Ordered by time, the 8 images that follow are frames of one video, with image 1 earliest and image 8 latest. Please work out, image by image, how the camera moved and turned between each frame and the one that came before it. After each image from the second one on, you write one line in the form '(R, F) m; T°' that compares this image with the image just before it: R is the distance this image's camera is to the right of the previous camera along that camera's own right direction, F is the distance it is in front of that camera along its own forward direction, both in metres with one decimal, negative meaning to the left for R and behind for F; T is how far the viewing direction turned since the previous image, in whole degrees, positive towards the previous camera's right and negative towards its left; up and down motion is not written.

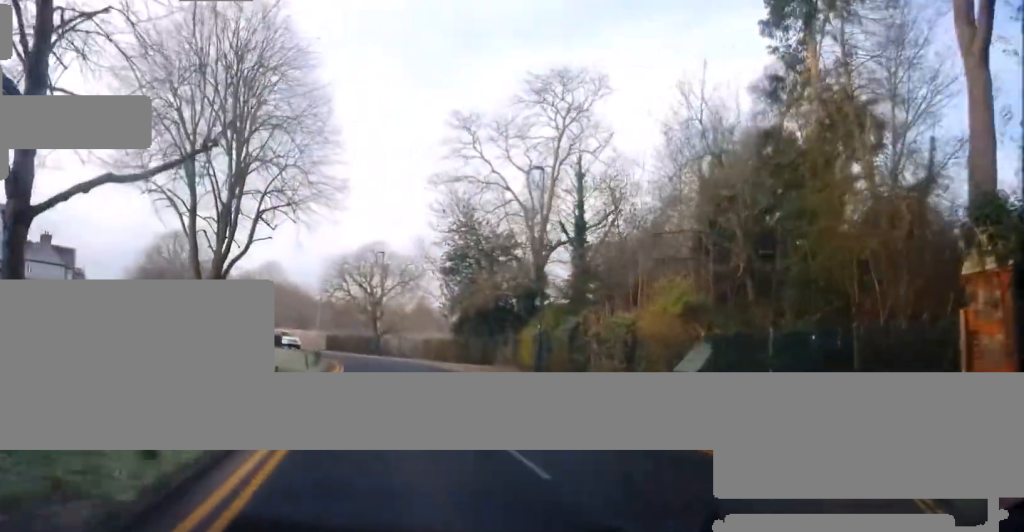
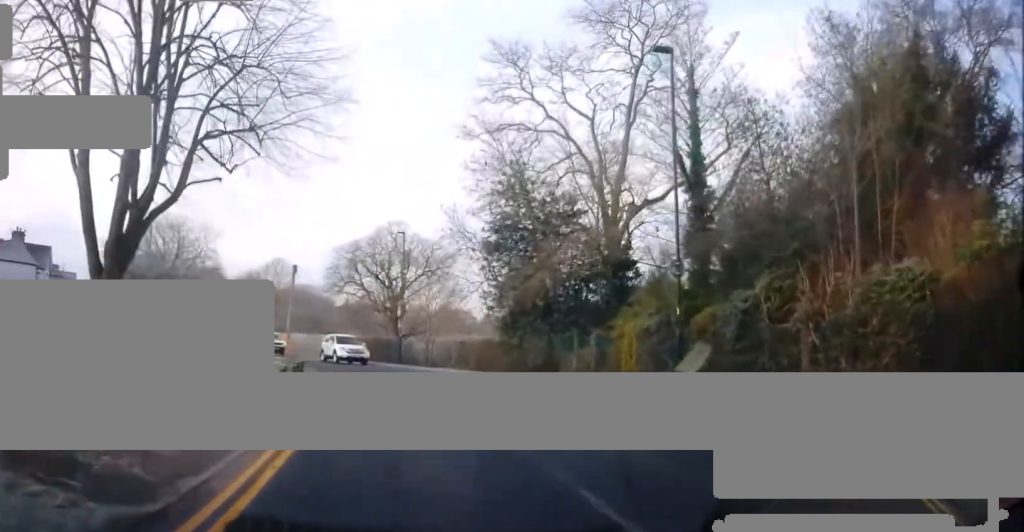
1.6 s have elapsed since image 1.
(-0.1, +11.0) m; -2°
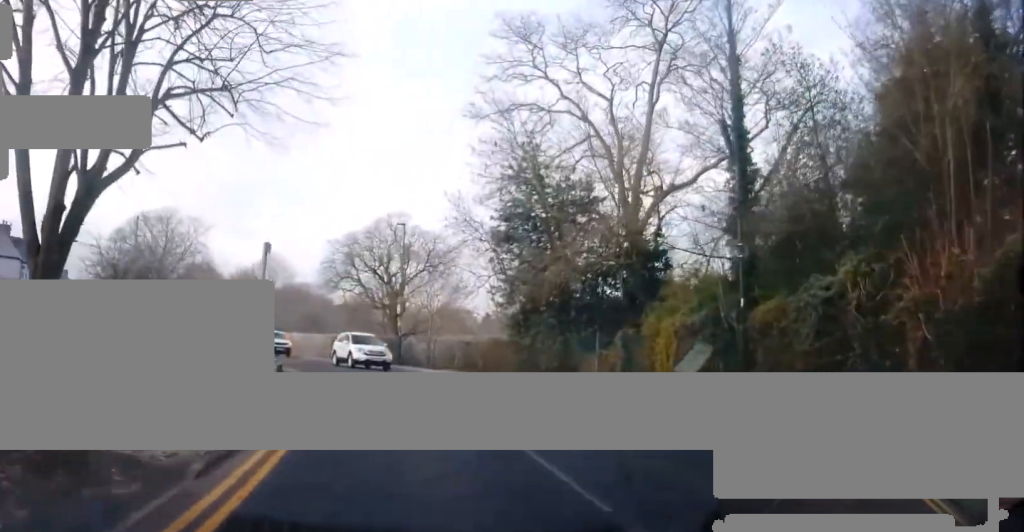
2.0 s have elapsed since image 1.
(-0.1, +3.0) m; -1°
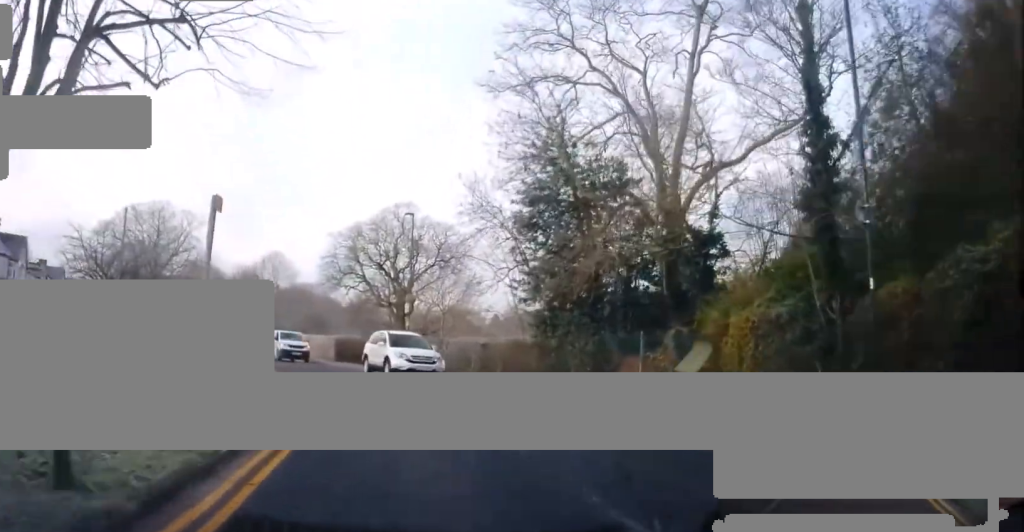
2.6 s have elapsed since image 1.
(+0.2, +3.5) m; -1°
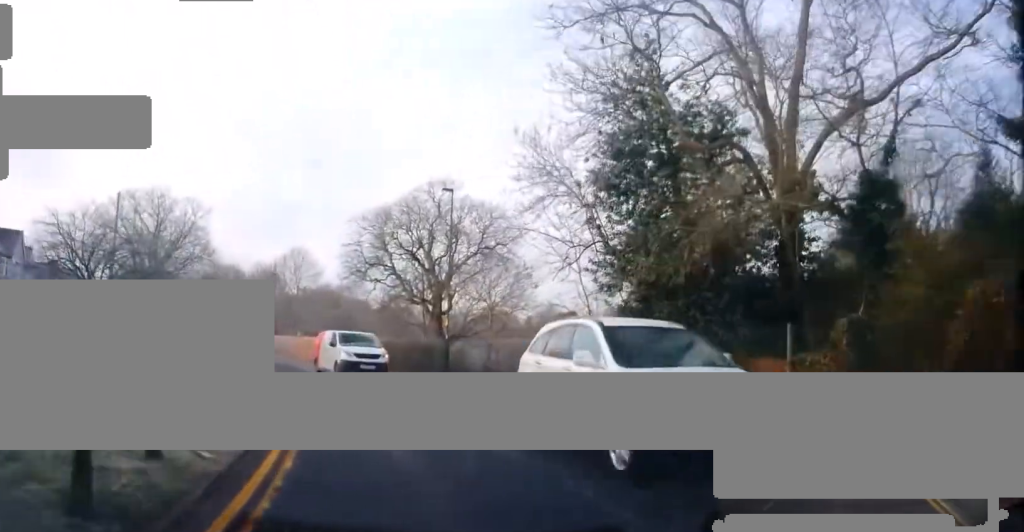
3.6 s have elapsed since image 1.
(-0.2, +6.5) m; -4°
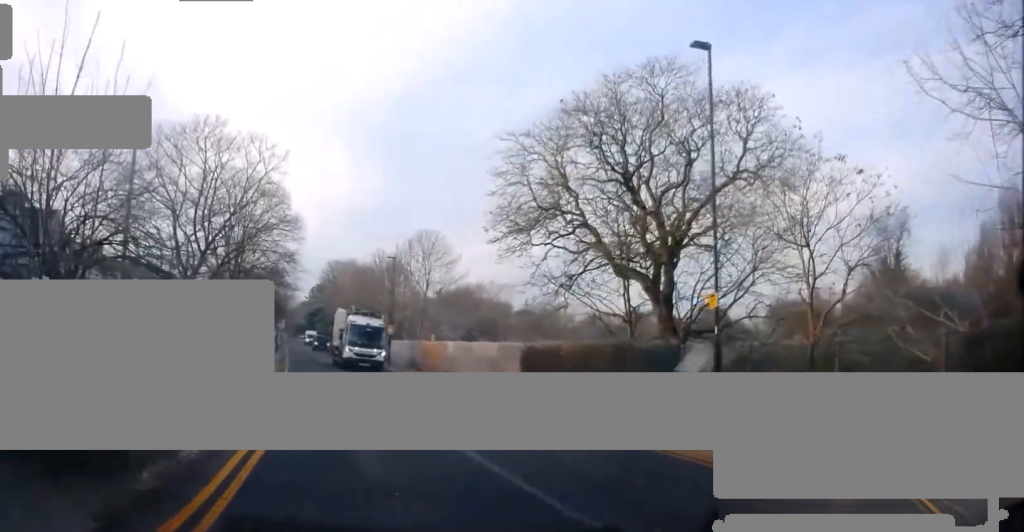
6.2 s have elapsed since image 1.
(-2.6, +15.5) m; -17°
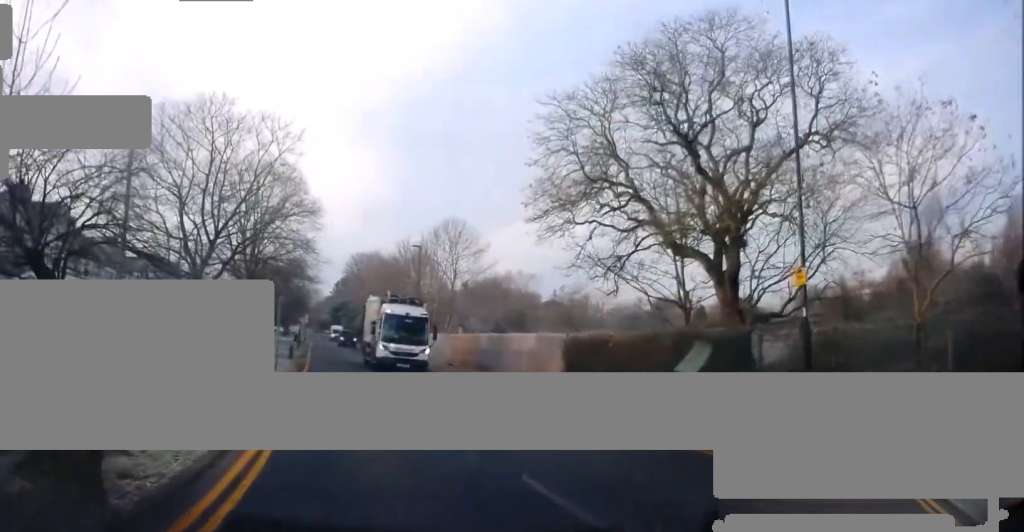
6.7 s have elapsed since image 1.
(0.0, +2.6) m; -1°
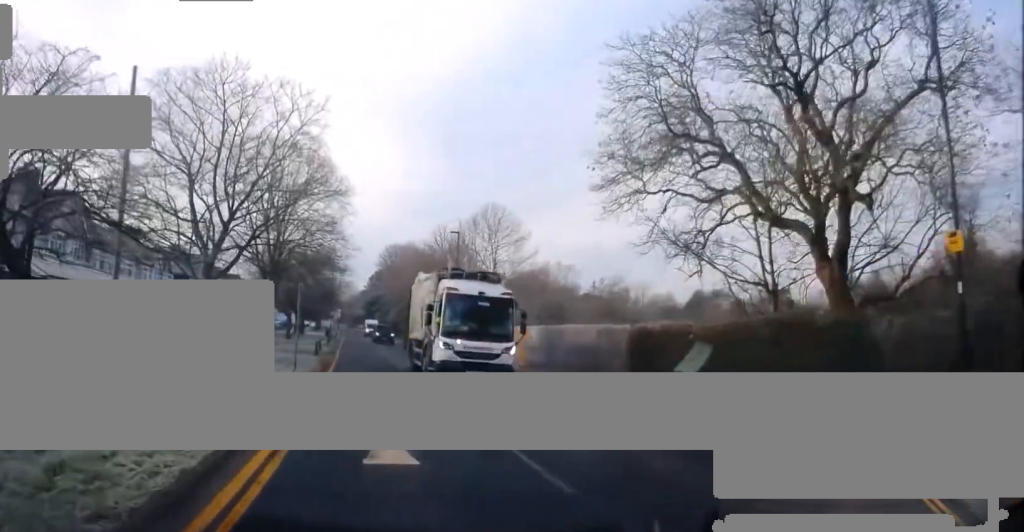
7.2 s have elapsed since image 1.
(-0.1, +3.4) m; -1°
